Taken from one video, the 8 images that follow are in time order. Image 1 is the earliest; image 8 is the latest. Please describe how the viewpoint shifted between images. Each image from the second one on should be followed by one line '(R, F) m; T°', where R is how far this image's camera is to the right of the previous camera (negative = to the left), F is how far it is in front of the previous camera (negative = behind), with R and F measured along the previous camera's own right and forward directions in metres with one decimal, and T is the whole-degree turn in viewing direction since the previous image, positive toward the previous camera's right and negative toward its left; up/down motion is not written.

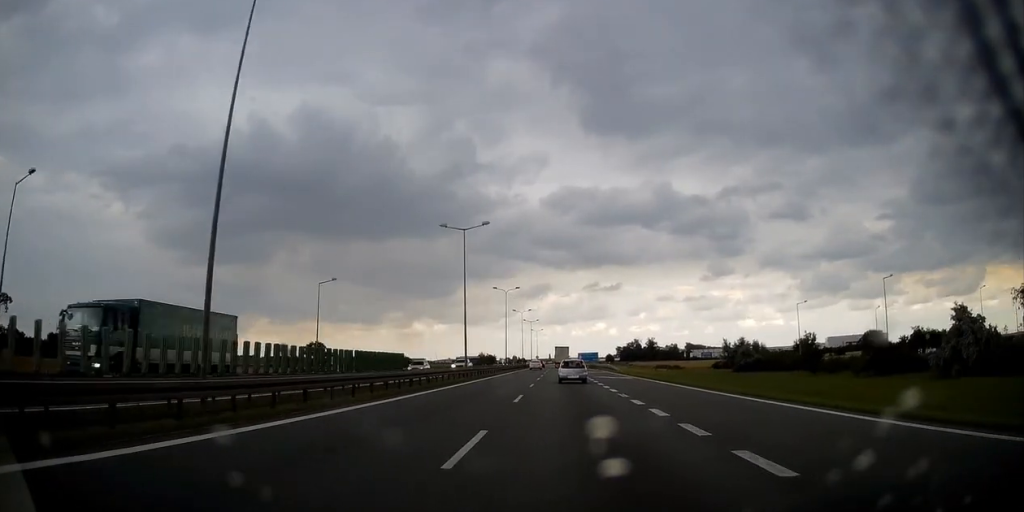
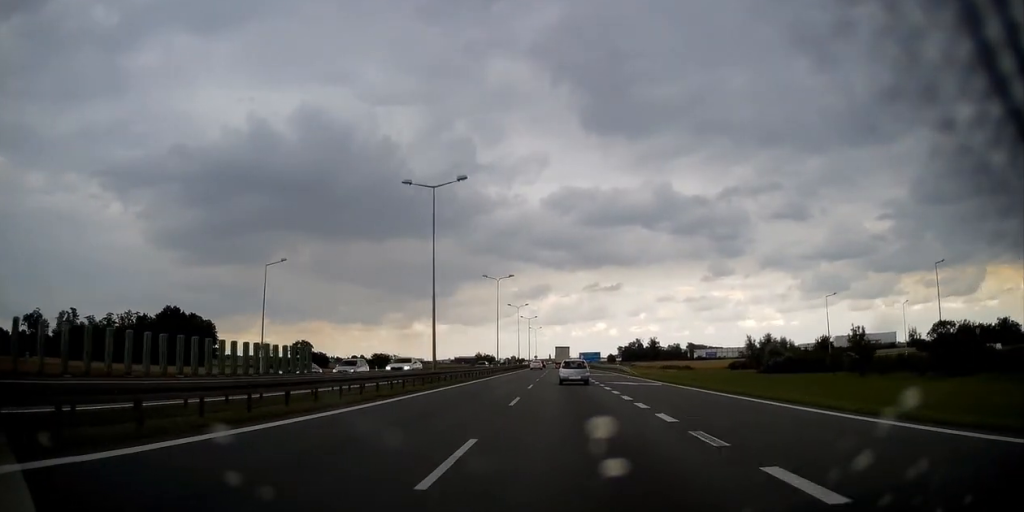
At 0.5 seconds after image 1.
(0.0, +13.2) m; 0°
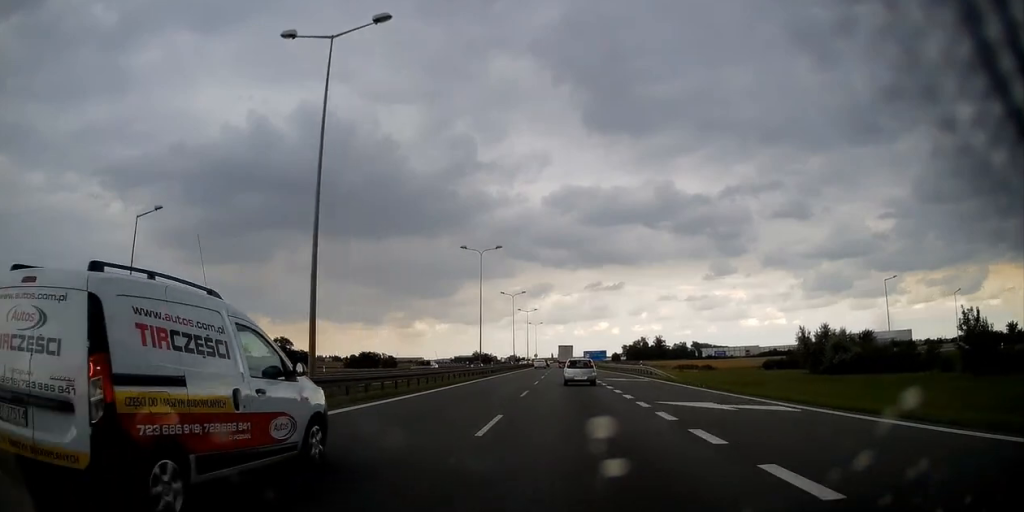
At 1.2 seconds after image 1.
(0.0, +19.7) m; 0°
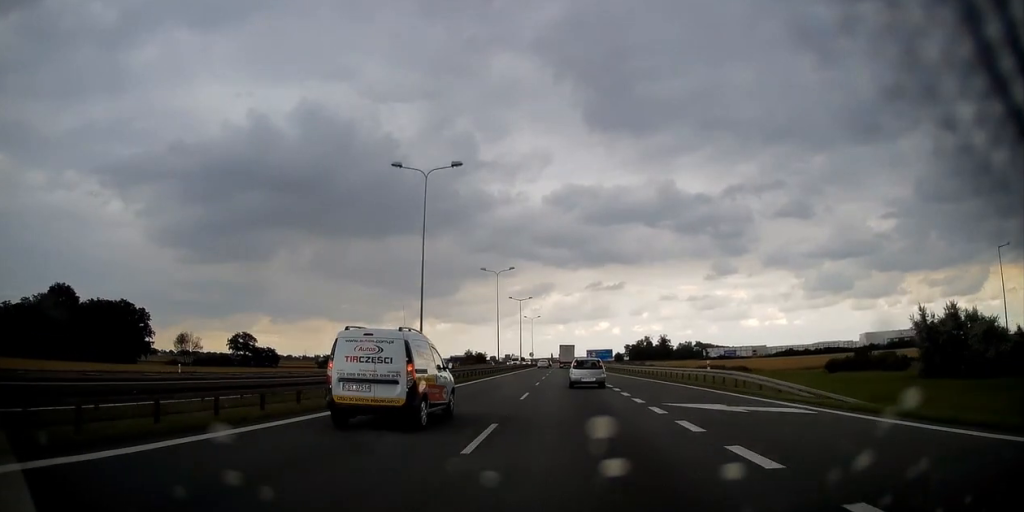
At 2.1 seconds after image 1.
(-0.2, +25.9) m; -1°
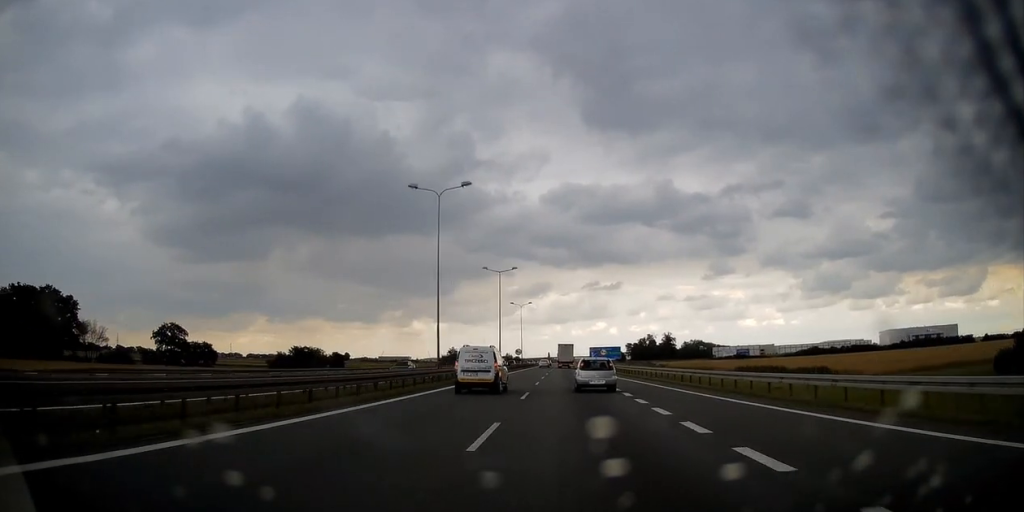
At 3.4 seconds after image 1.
(-0.1, +36.1) m; 0°
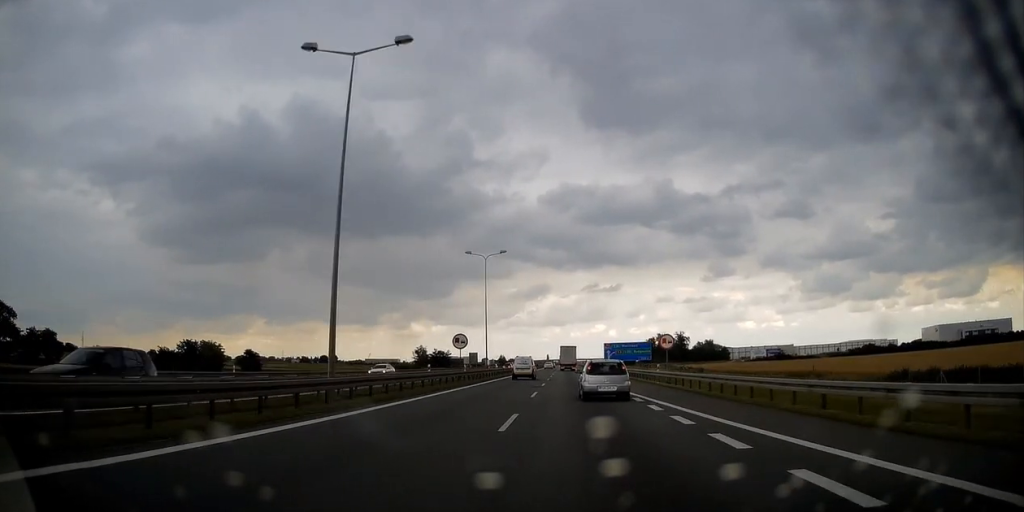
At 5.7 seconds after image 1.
(-0.1, +58.0) m; 0°
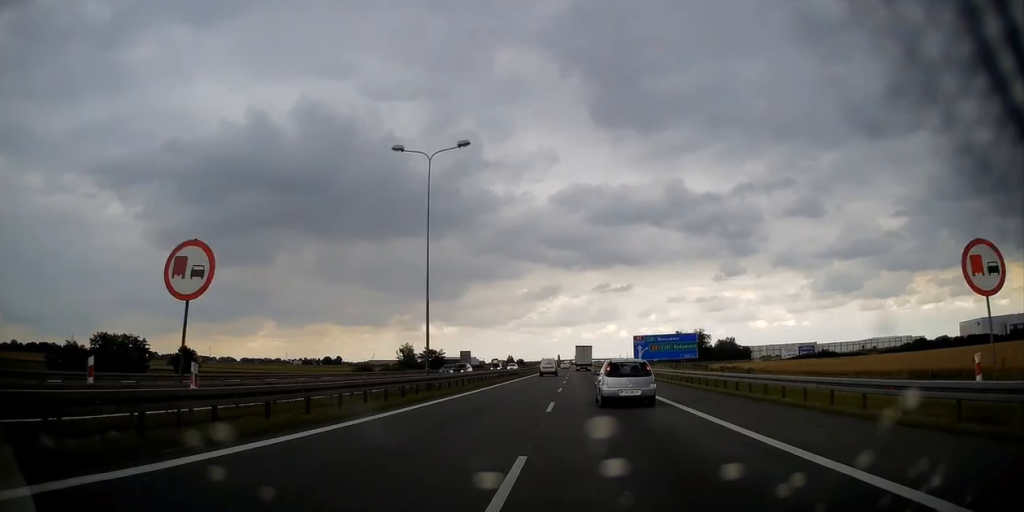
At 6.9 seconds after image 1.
(+0.3, +30.8) m; -1°
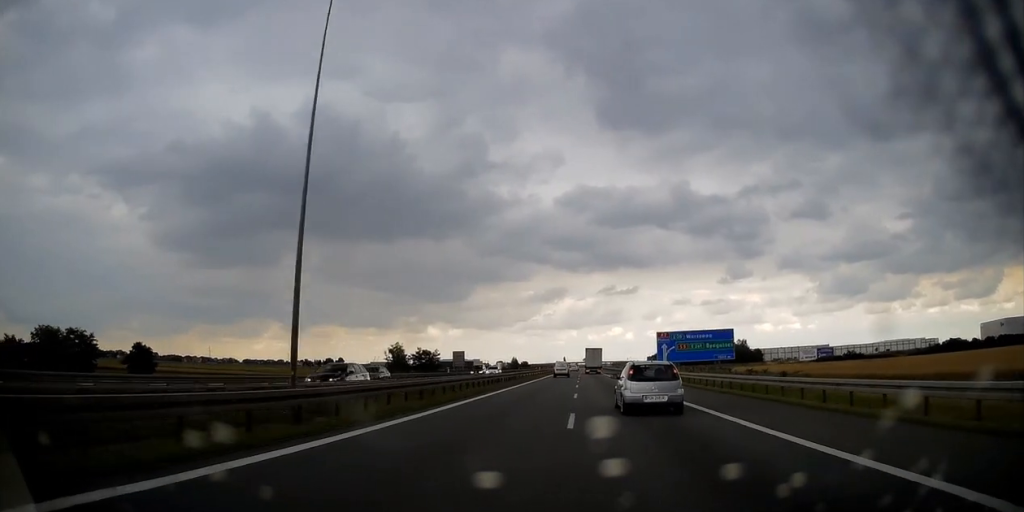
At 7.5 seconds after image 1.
(-0.2, +15.6) m; -1°
